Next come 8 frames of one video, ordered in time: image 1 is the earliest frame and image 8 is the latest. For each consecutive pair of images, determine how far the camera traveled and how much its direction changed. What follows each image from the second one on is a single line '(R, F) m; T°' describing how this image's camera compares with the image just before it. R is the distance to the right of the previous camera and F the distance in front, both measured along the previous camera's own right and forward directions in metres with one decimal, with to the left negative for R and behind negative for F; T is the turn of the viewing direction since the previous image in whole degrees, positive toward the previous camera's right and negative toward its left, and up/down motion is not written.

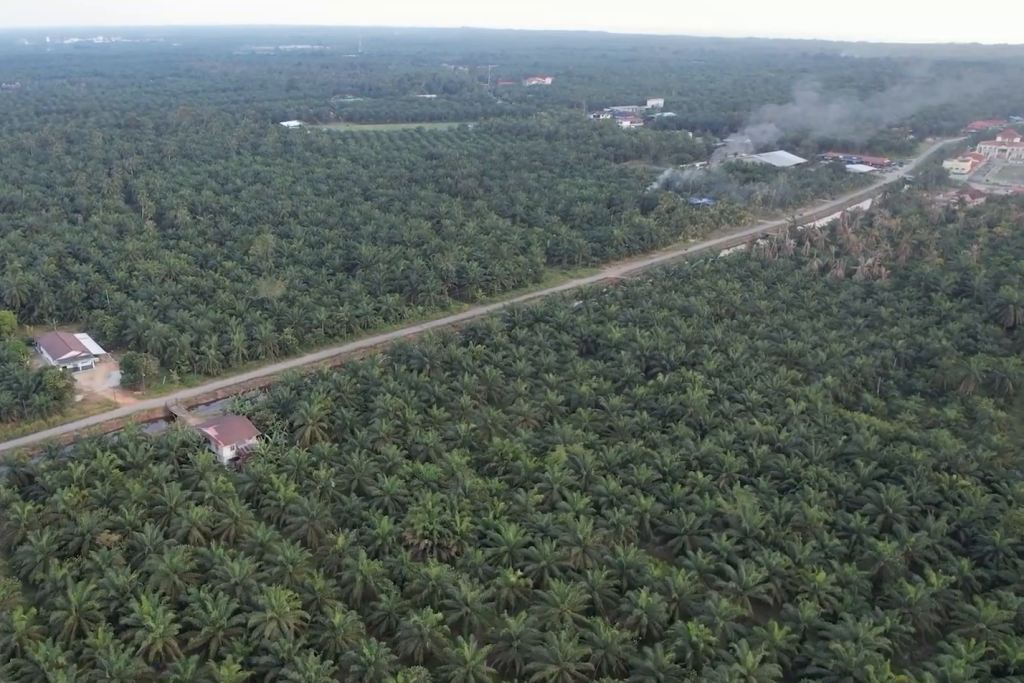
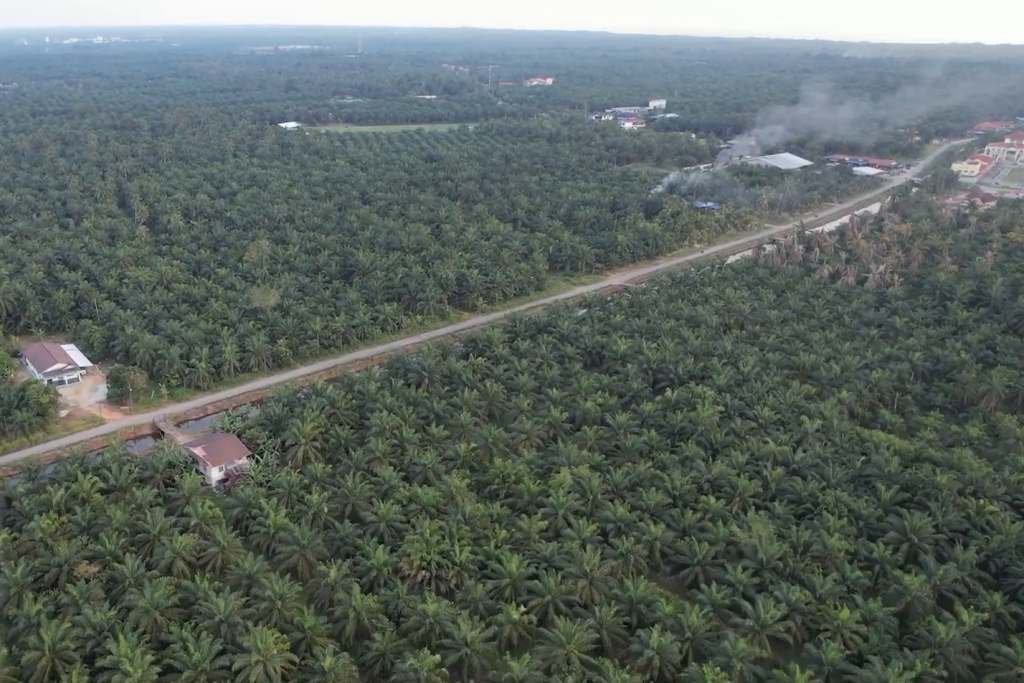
(0.0, +9.8) m; 0°
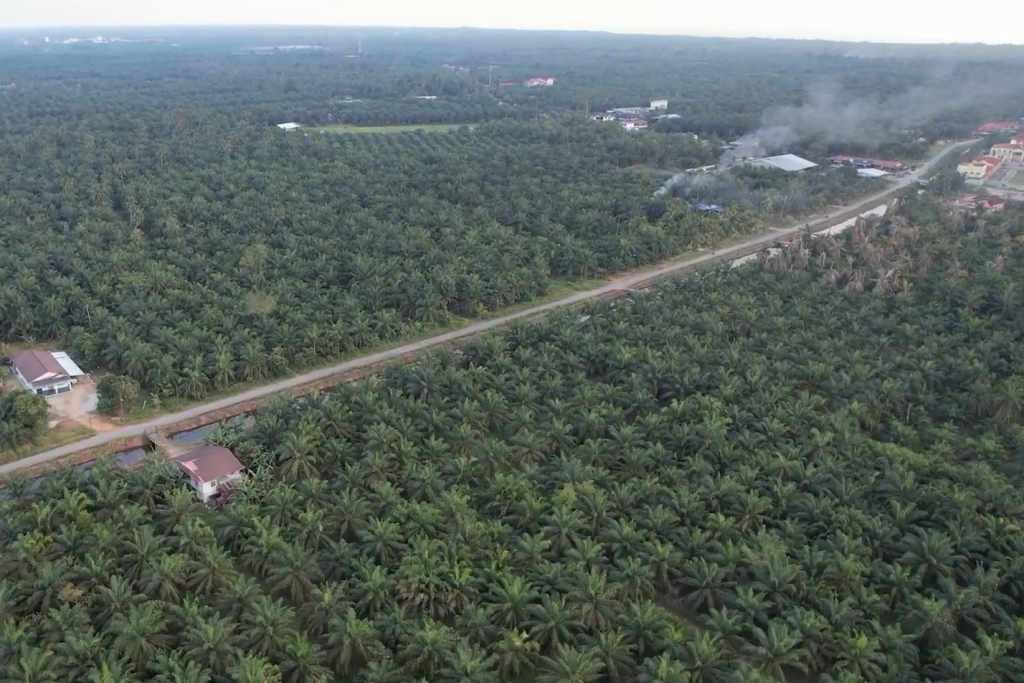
(0.0, +6.3) m; 0°
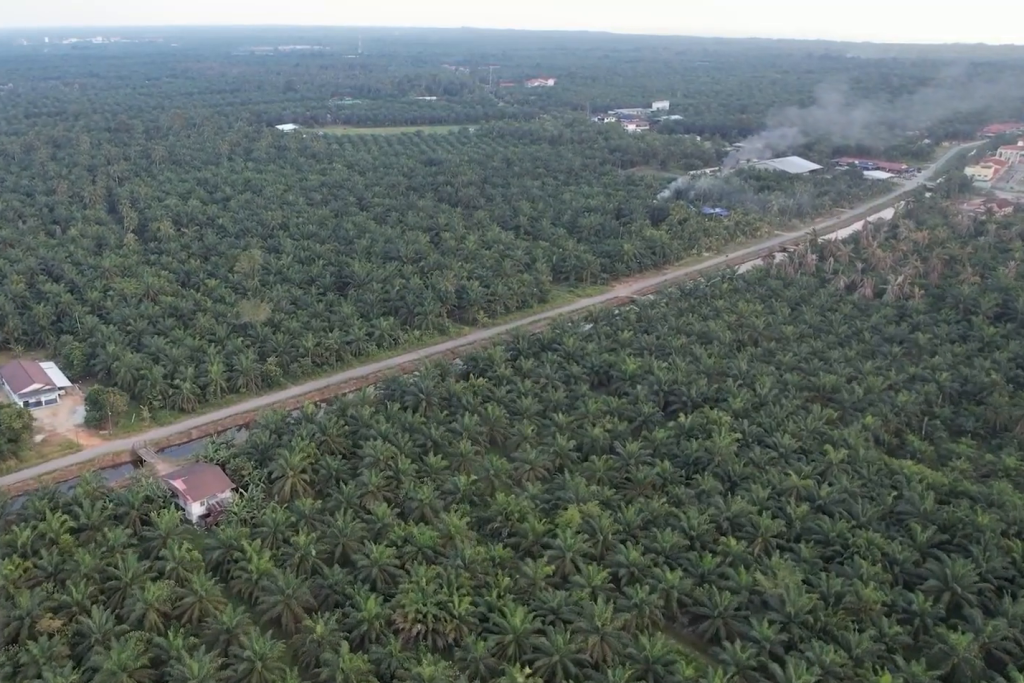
(0.0, +8.0) m; 0°
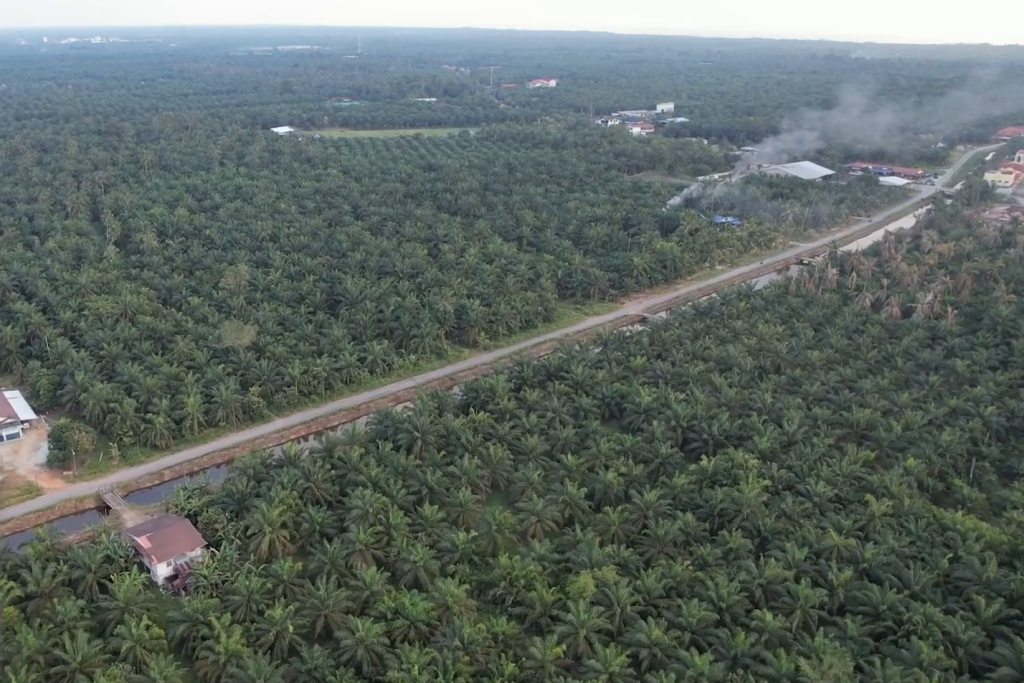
(0.0, +20.6) m; 0°
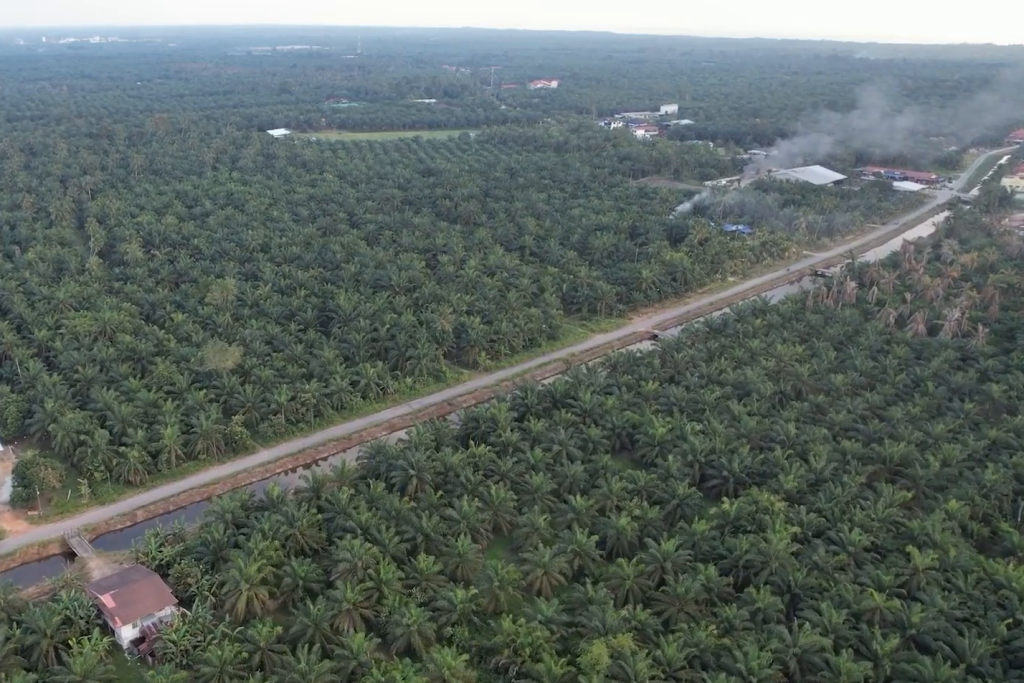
(0.0, +16.6) m; 0°
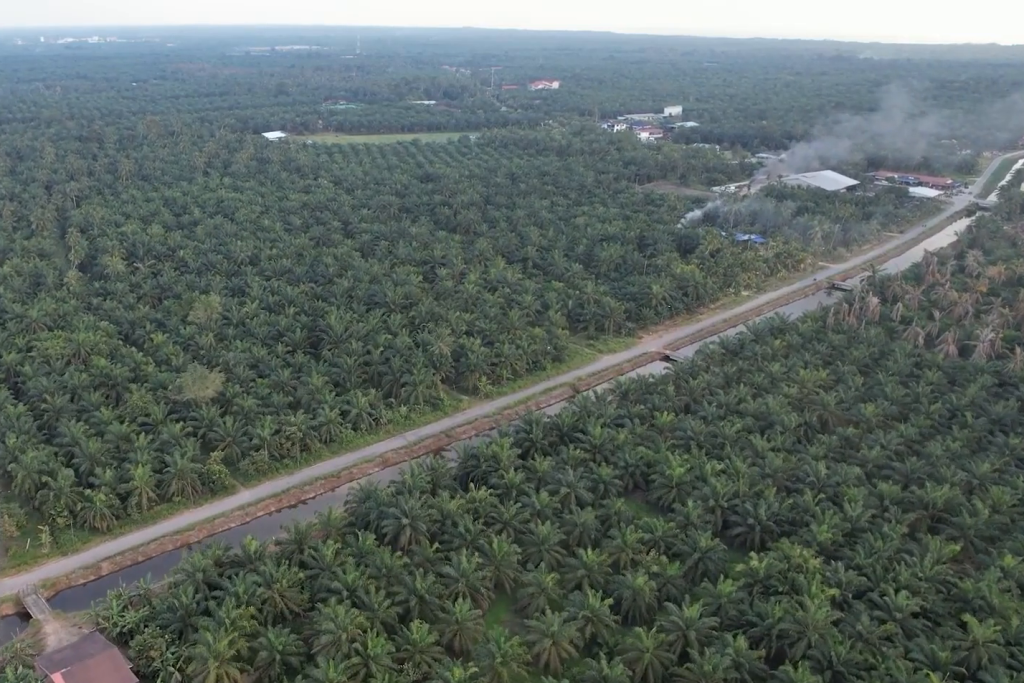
(0.0, +18.4) m; 0°
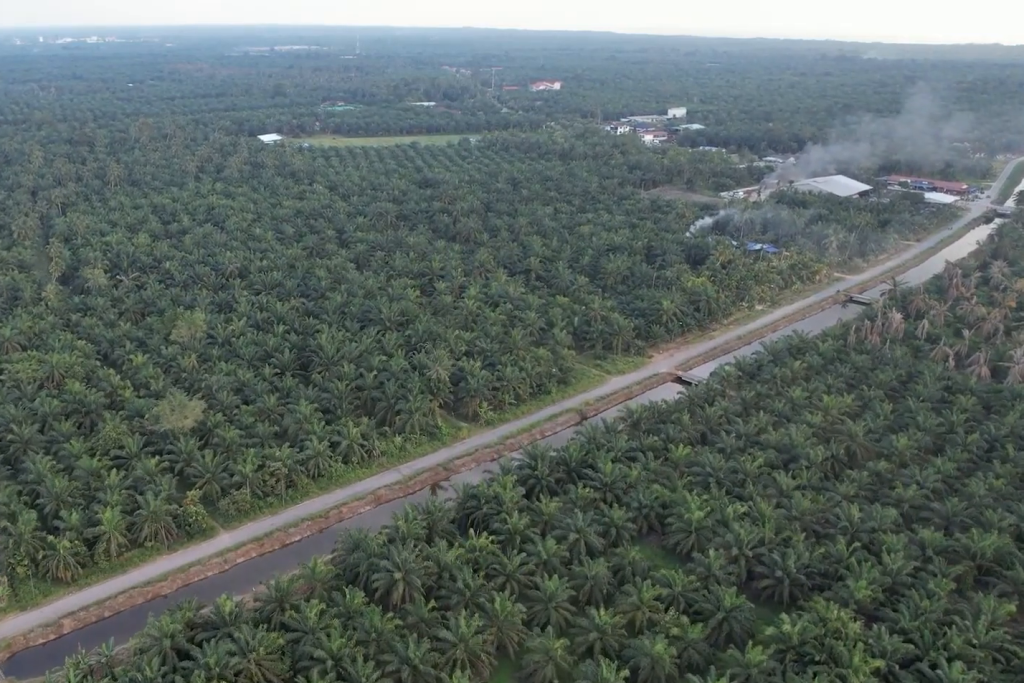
(0.0, +16.7) m; 0°
